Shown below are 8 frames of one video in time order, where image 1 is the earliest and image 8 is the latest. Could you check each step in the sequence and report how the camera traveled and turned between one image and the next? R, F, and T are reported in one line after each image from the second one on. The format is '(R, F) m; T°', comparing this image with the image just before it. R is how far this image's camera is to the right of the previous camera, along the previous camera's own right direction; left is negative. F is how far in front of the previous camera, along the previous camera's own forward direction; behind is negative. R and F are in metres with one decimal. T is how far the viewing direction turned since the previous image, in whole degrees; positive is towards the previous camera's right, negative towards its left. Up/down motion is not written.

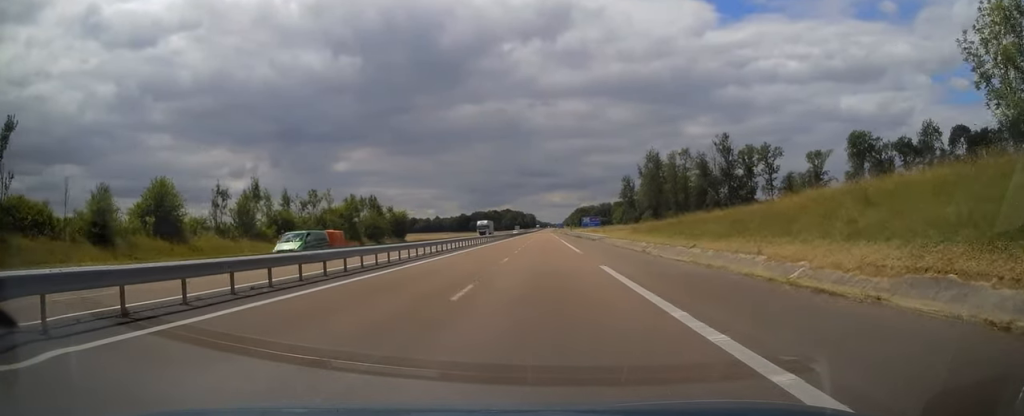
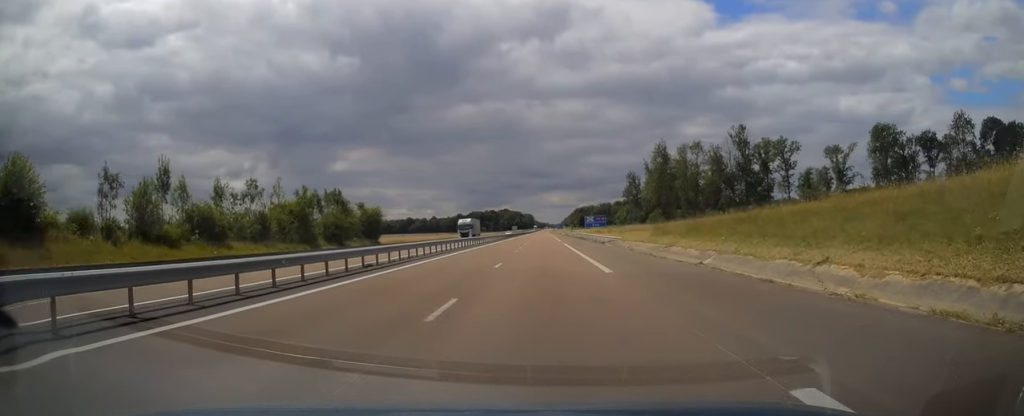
(0.0, +15.7) m; 0°
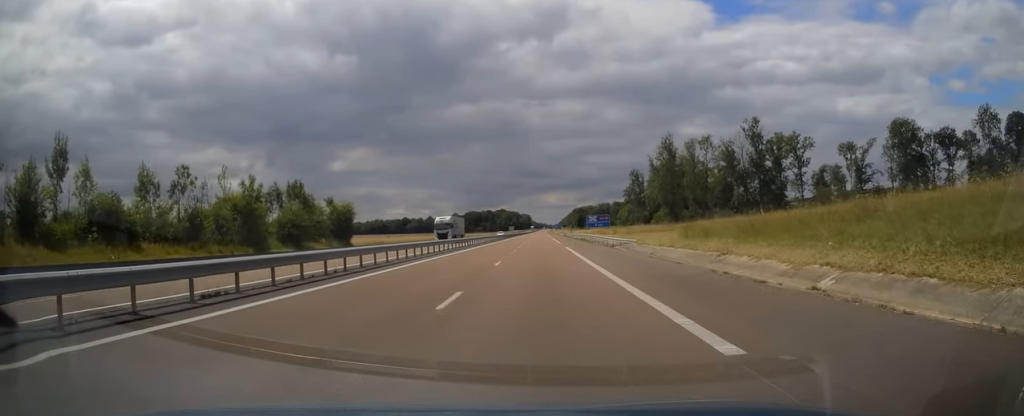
(0.0, +11.8) m; 0°
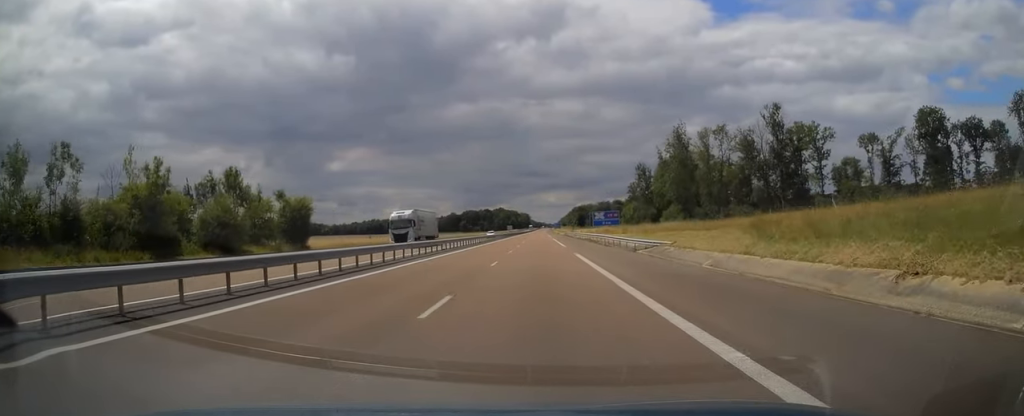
(0.0, +14.2) m; 0°
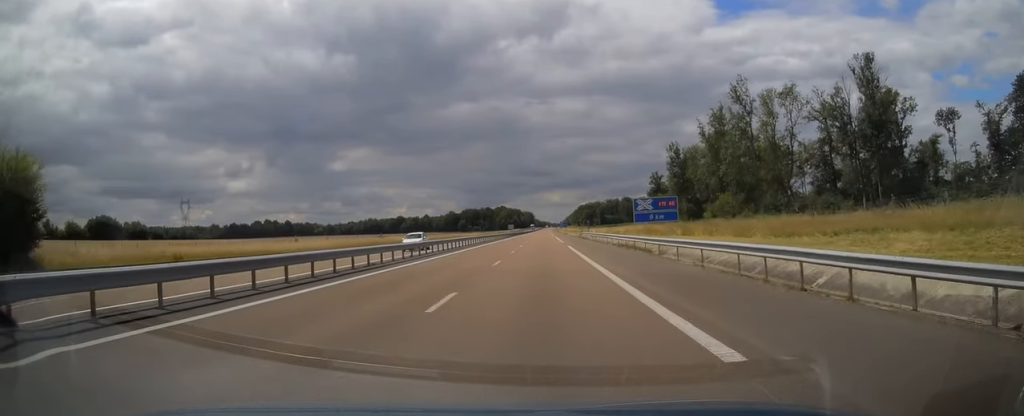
(-0.1, +38.8) m; 0°
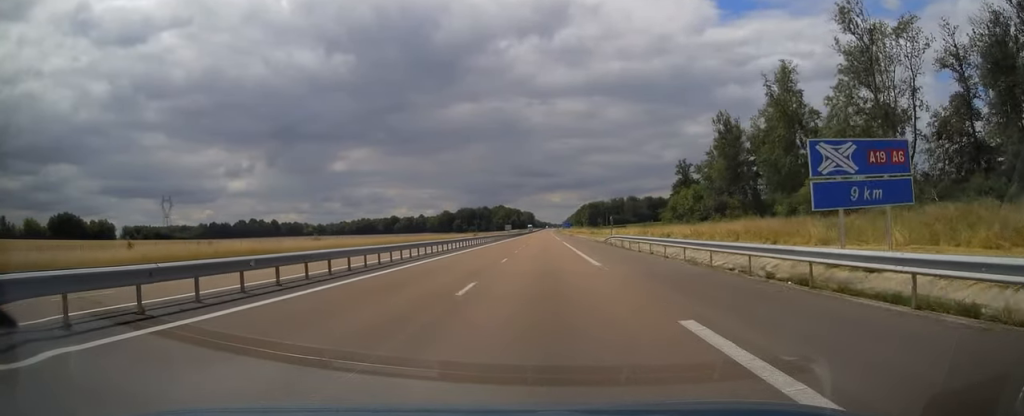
(-0.2, +36.9) m; 0°
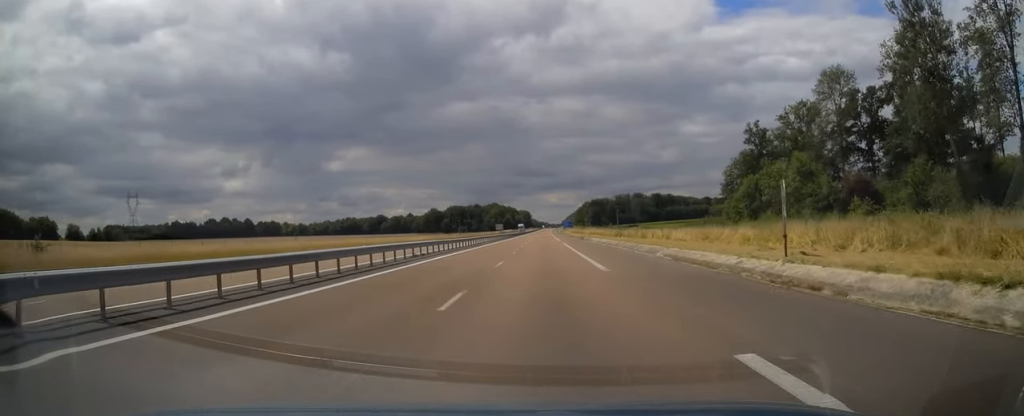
(+0.3, +54.9) m; 0°
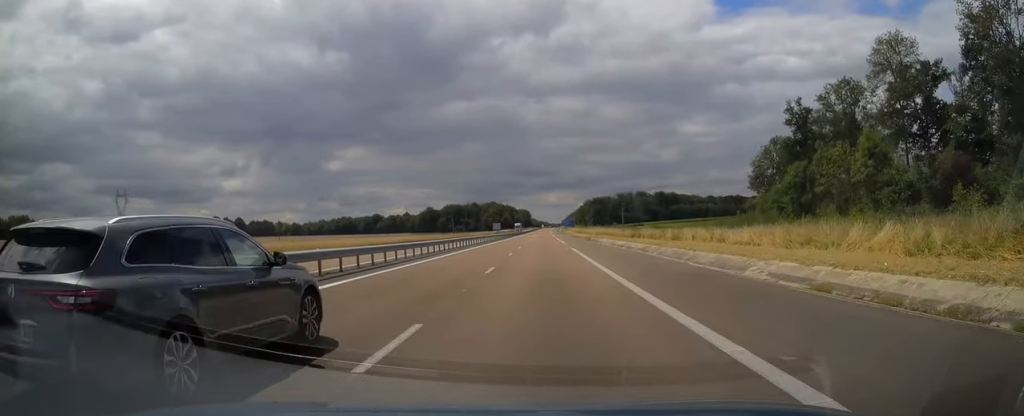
(0.0, +17.6) m; 0°
